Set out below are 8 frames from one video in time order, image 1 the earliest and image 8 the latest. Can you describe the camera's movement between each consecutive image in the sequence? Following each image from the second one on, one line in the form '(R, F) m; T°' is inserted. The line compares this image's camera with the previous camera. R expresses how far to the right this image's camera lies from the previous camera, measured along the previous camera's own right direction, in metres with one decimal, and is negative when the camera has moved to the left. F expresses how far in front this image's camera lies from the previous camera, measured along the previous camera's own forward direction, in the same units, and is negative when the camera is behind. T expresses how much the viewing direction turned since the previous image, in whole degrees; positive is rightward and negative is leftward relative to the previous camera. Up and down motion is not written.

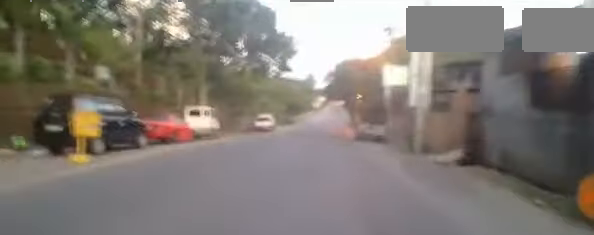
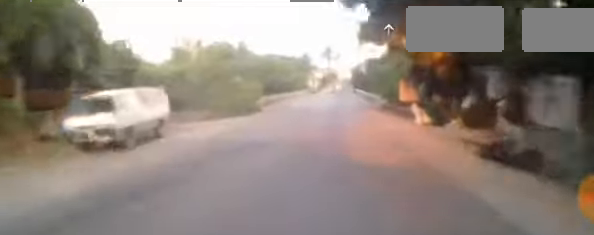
(-0.6, +28.6) m; 0°
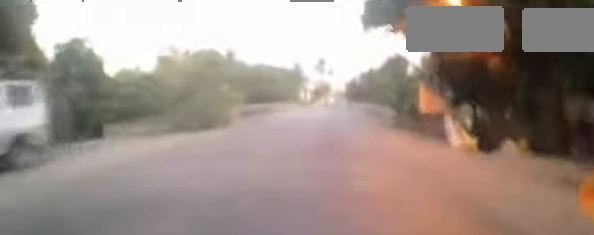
(-0.1, +5.6) m; +2°
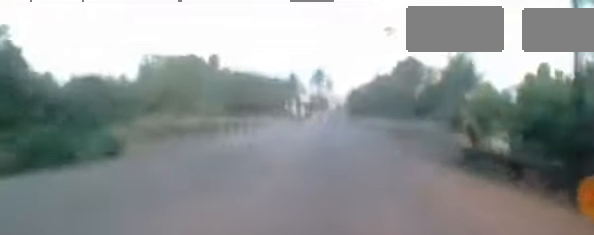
(+0.4, +10.3) m; +1°
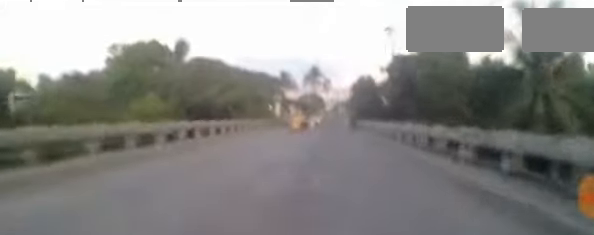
(-0.1, +14.6) m; +1°
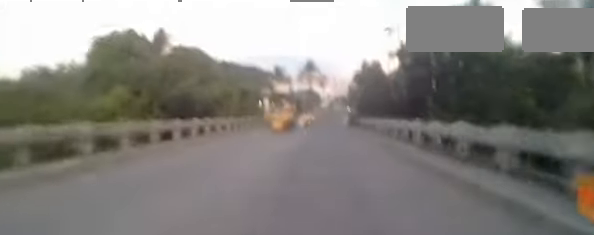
(0.0, +5.8) m; +1°
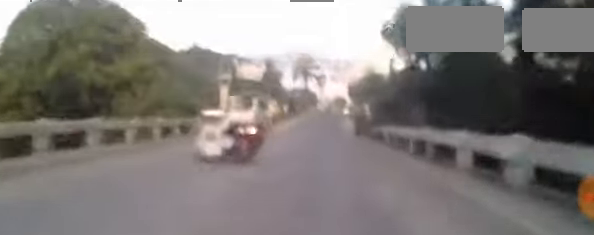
(+0.7, +15.5) m; +2°
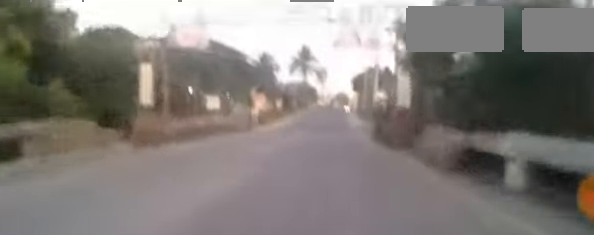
(0.0, +10.1) m; -1°
